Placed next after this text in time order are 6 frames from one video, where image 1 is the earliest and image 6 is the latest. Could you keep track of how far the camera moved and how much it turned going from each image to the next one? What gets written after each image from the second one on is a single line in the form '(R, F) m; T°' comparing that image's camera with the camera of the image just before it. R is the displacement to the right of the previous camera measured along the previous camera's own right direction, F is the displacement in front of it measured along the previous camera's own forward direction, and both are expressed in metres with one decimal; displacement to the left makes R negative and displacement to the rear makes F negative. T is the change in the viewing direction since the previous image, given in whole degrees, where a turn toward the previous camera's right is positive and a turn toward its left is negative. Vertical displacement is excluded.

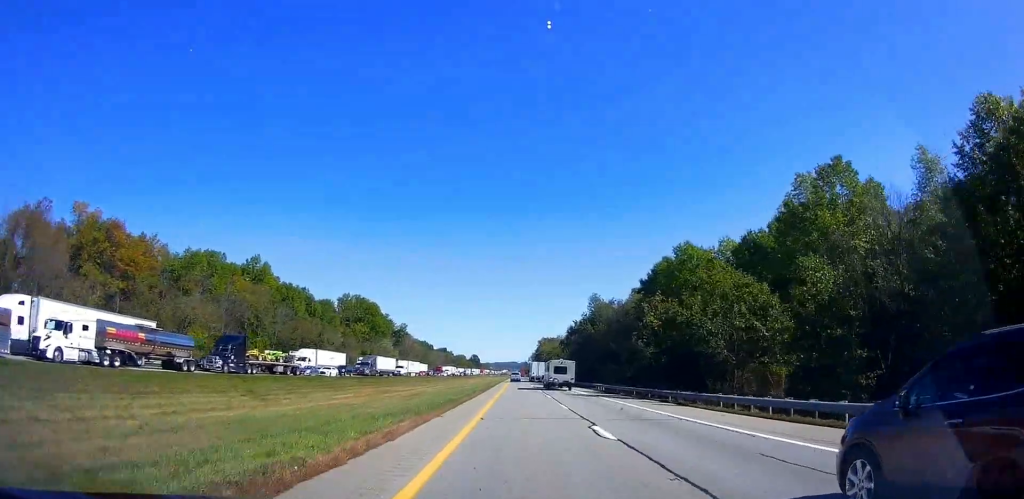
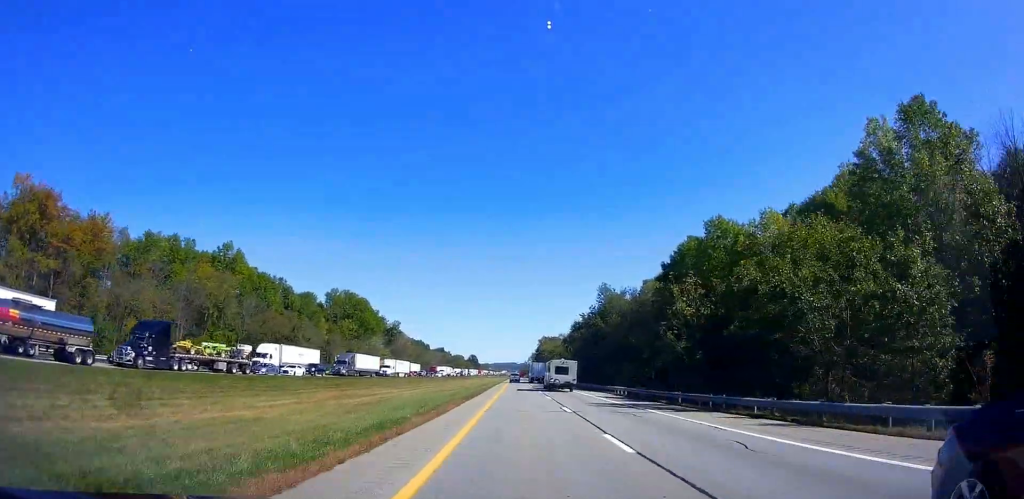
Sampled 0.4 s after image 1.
(0.0, +14.0) m; 0°
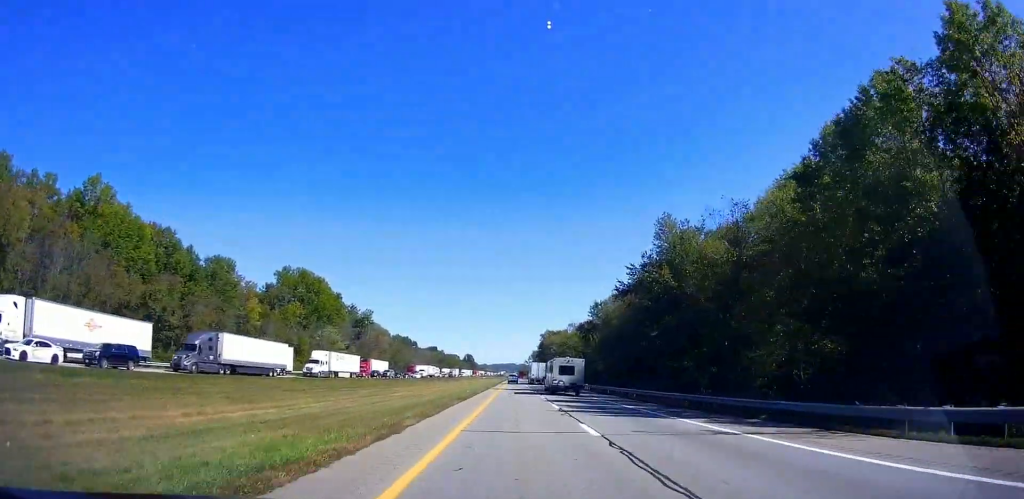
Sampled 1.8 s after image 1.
(0.0, +45.1) m; +1°
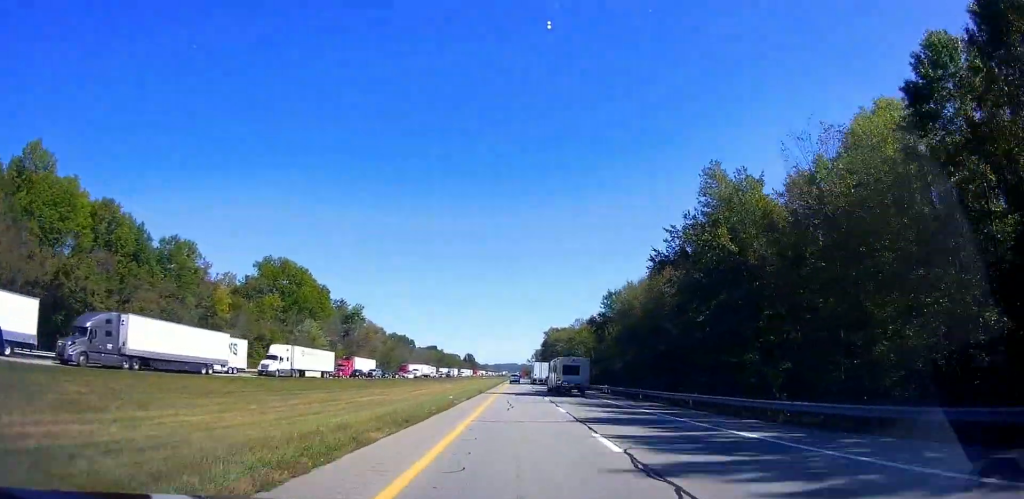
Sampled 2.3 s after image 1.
(+0.3, +15.0) m; 0°
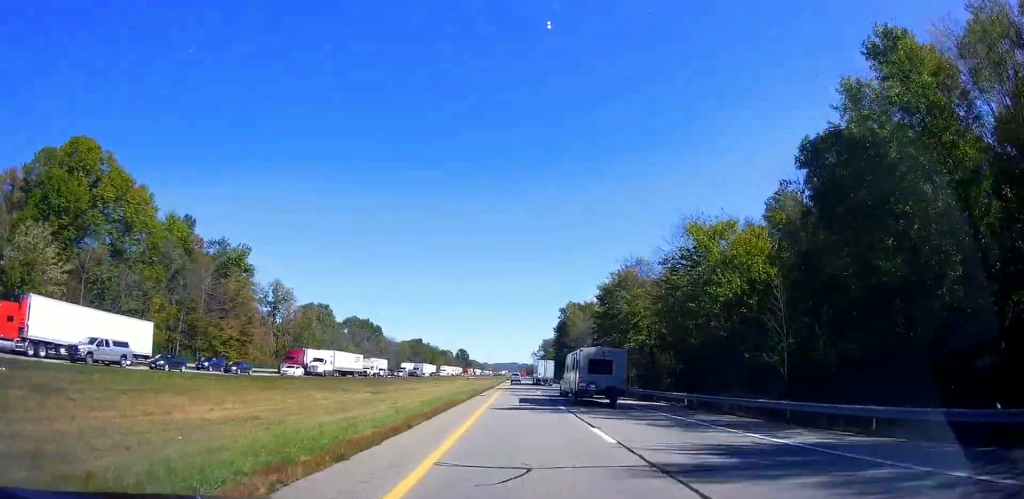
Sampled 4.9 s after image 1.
(-1.2, +81.6) m; -2°
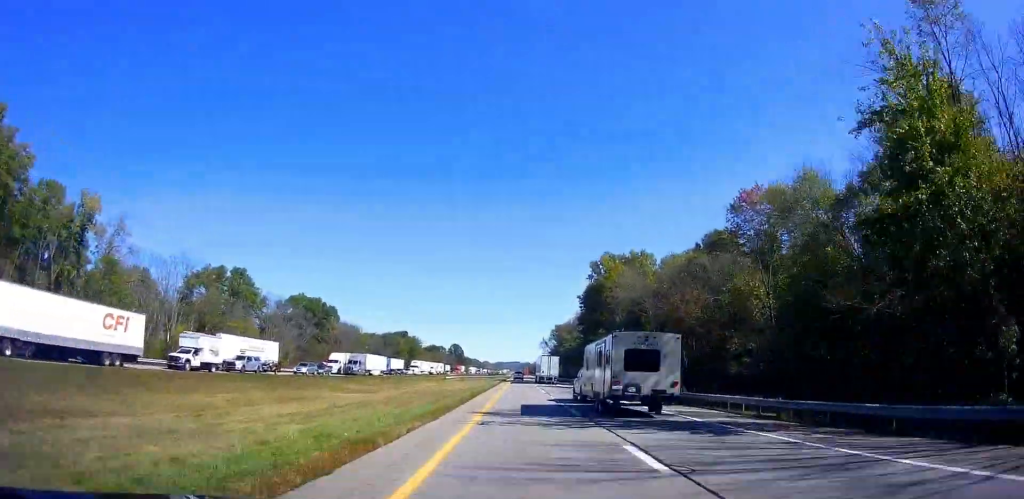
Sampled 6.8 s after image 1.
(-0.1, +63.5) m; 0°
